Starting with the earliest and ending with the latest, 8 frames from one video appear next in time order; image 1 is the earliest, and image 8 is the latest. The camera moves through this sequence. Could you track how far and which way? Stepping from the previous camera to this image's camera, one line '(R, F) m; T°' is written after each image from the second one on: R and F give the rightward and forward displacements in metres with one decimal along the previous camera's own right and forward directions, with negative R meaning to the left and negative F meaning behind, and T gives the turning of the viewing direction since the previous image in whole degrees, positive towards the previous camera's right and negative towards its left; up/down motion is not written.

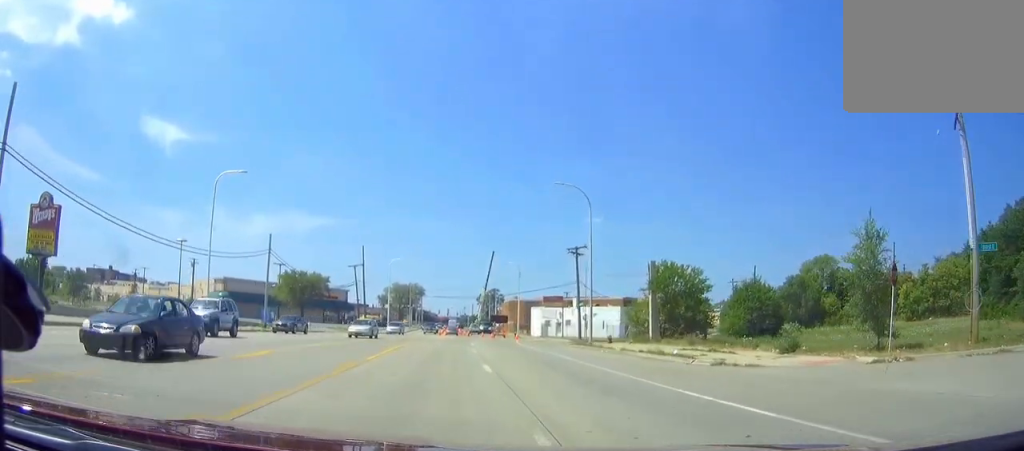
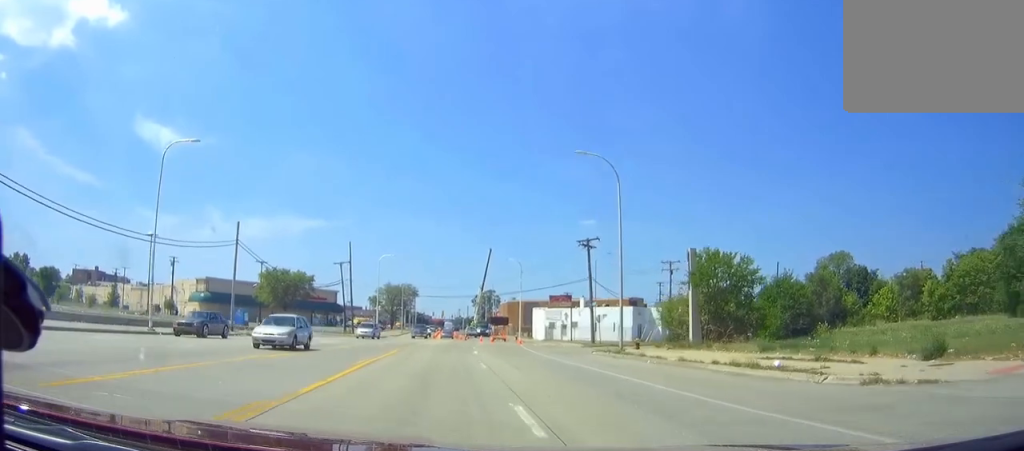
(0.0, +9.2) m; 0°
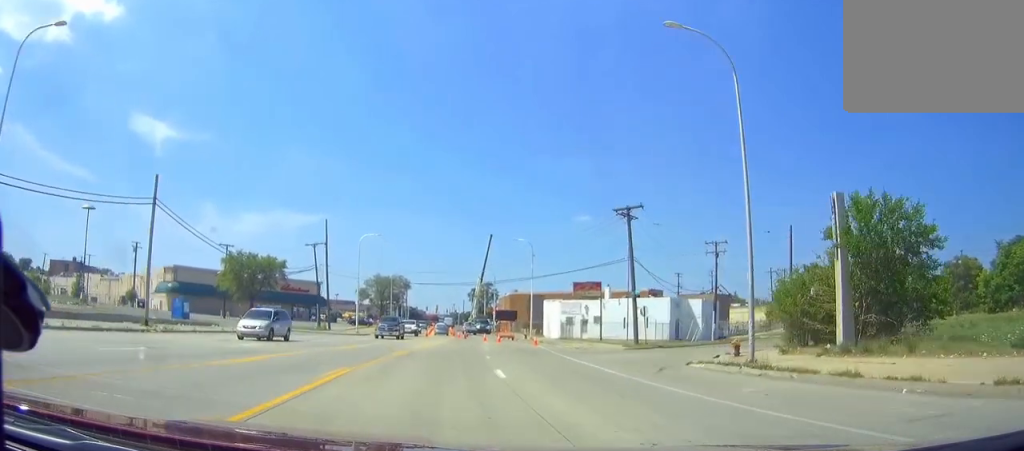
(+0.1, +17.1) m; +1°
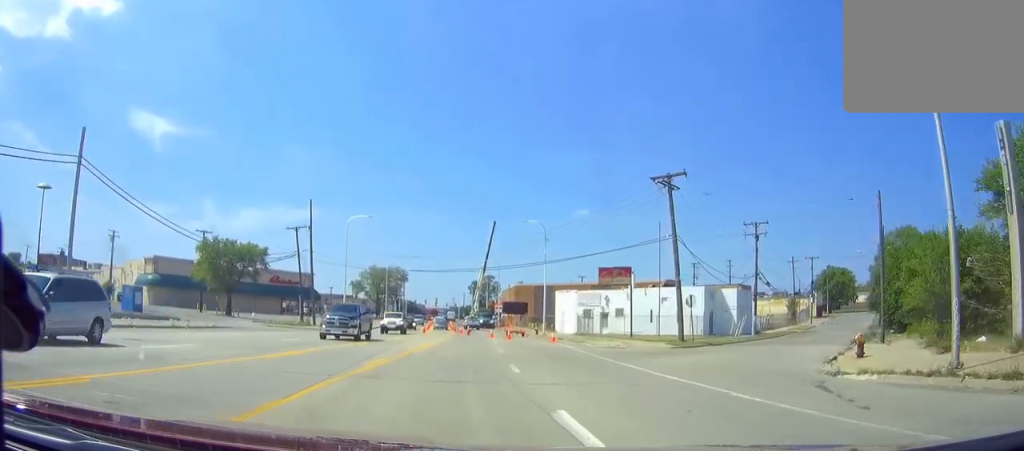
(0.0, +10.0) m; 0°
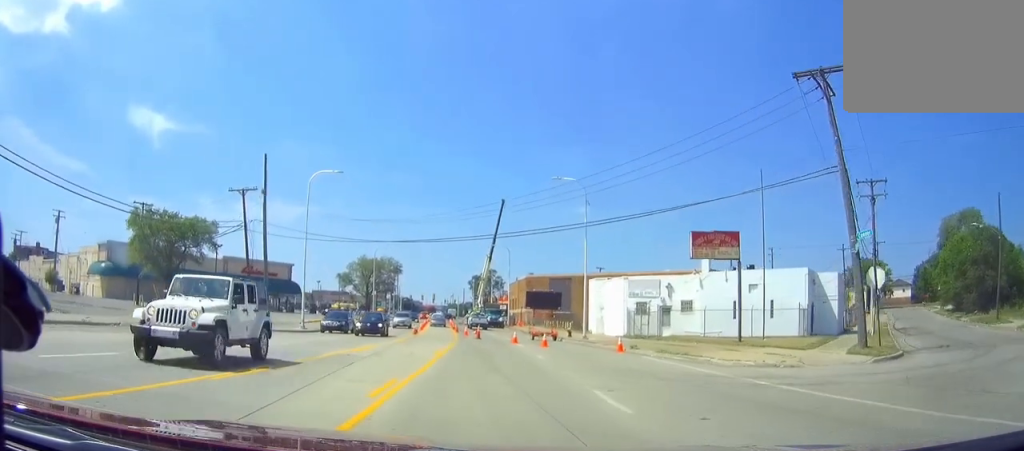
(+0.1, +19.3) m; 0°
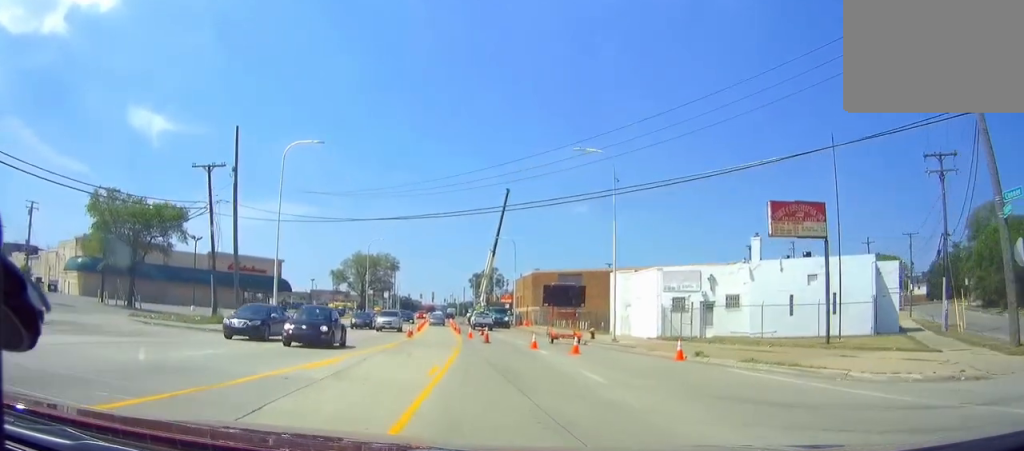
(0.0, +7.9) m; 0°
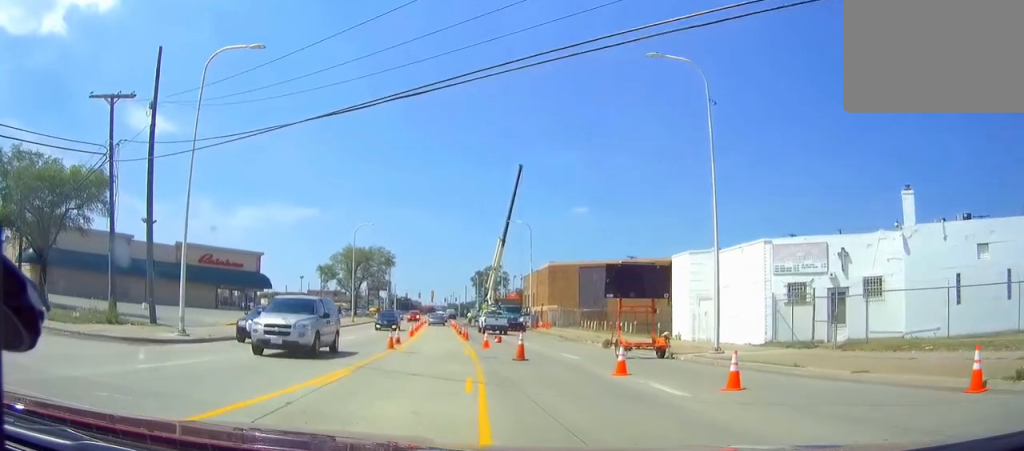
(0.0, +15.3) m; 0°
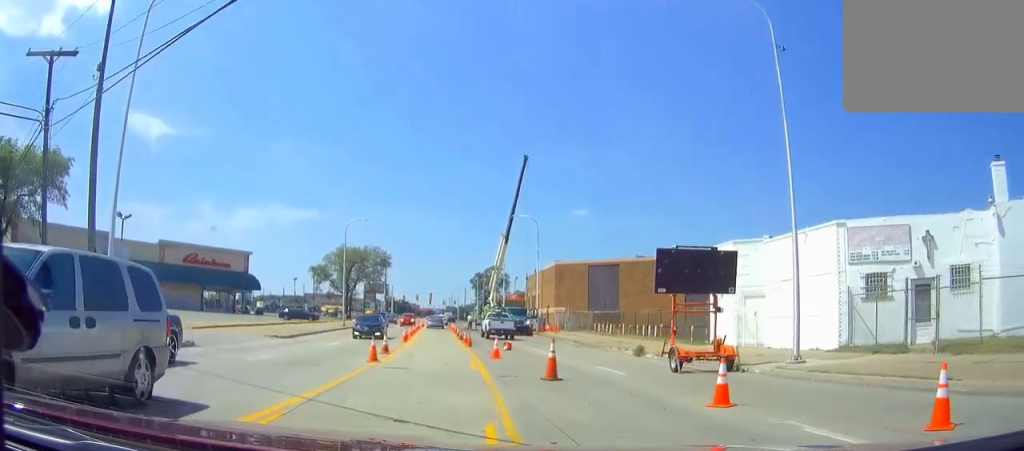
(0.0, +5.9) m; 0°
